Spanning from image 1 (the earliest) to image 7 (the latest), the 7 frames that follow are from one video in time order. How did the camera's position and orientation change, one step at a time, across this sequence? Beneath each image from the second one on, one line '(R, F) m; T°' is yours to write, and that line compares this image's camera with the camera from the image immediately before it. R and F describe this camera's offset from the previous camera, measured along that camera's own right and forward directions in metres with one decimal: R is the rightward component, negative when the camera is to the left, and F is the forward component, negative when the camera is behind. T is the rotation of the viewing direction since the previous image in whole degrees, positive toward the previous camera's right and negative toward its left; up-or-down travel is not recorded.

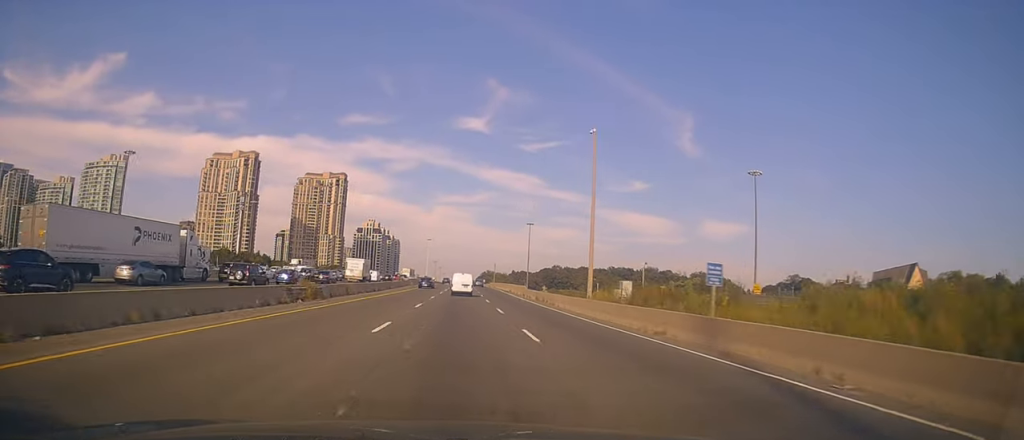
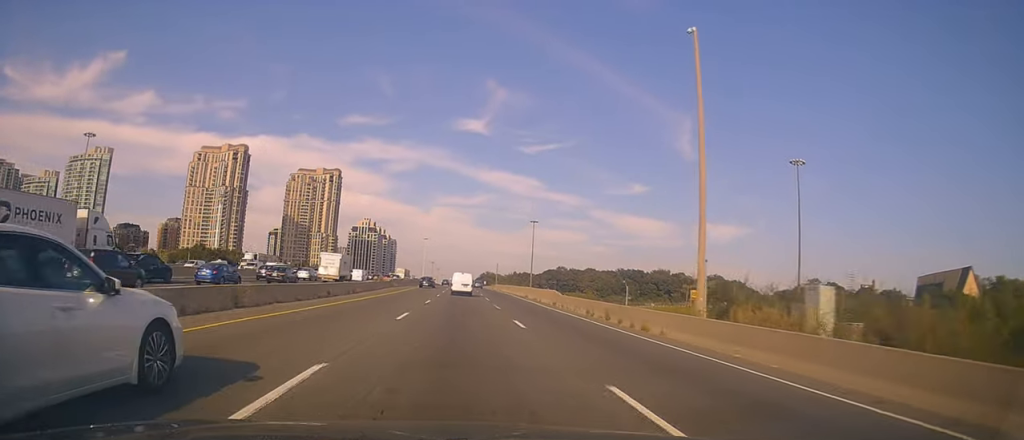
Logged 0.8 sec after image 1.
(+0.1, +20.8) m; -1°
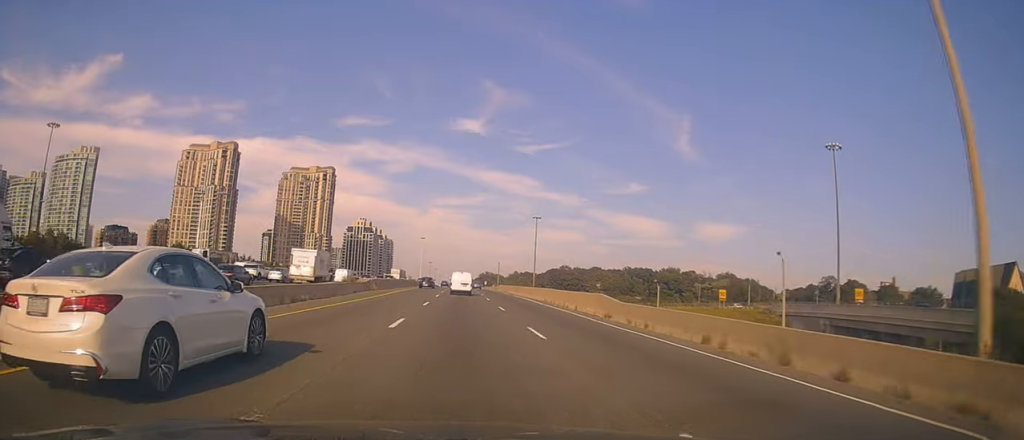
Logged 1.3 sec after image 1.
(-0.2, +15.4) m; 0°
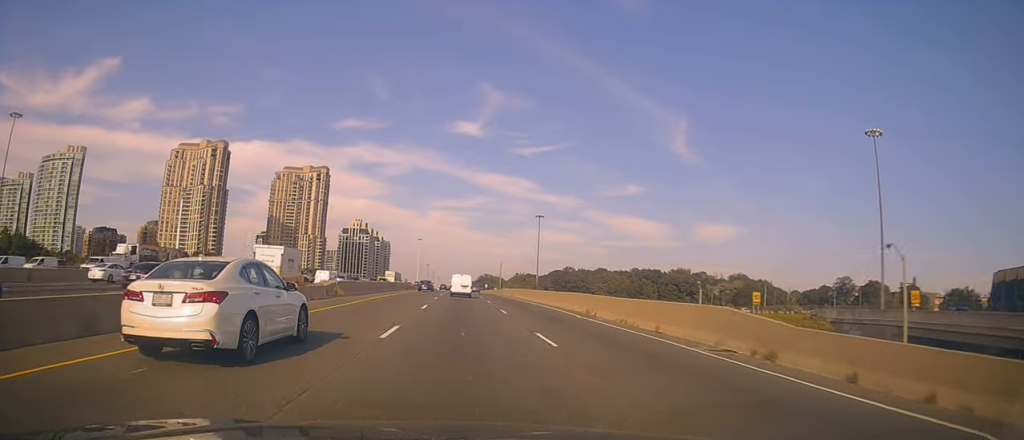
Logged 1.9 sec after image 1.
(-0.2, +14.5) m; 0°
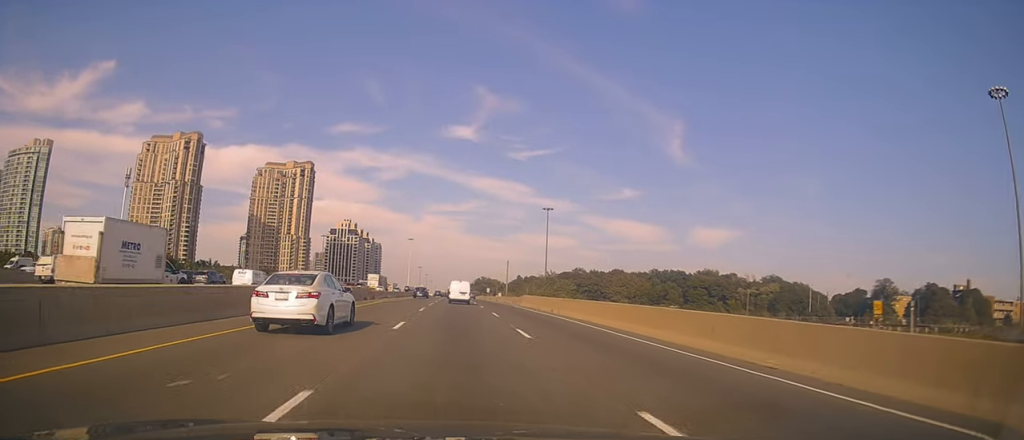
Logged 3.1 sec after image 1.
(+0.9, +34.1) m; +2°
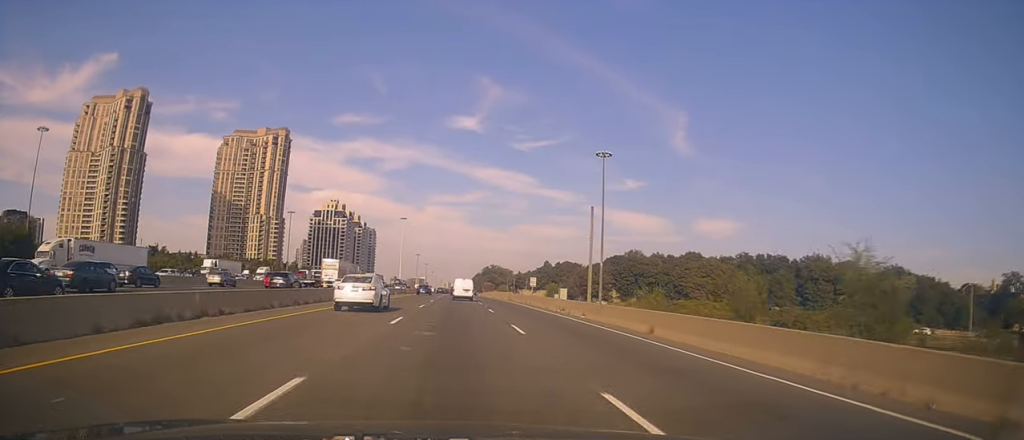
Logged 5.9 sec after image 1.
(-0.7, +74.9) m; -1°
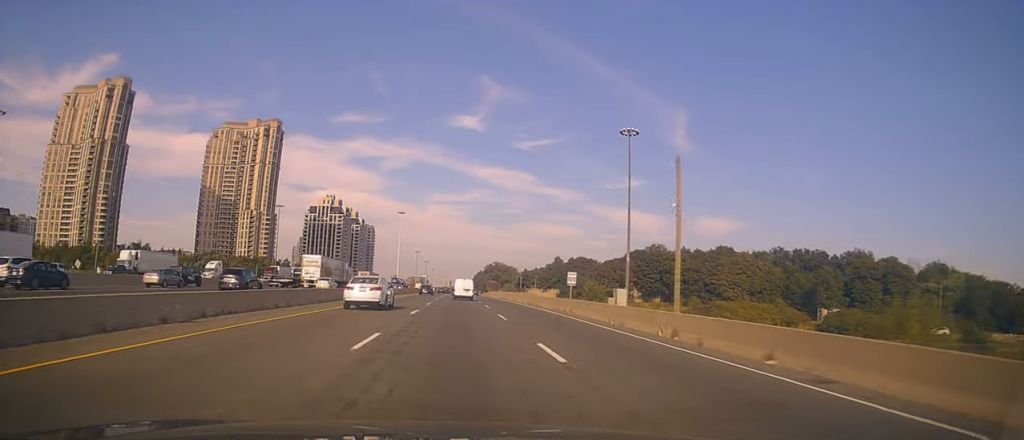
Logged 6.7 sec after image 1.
(-0.5, +19.1) m; 0°
